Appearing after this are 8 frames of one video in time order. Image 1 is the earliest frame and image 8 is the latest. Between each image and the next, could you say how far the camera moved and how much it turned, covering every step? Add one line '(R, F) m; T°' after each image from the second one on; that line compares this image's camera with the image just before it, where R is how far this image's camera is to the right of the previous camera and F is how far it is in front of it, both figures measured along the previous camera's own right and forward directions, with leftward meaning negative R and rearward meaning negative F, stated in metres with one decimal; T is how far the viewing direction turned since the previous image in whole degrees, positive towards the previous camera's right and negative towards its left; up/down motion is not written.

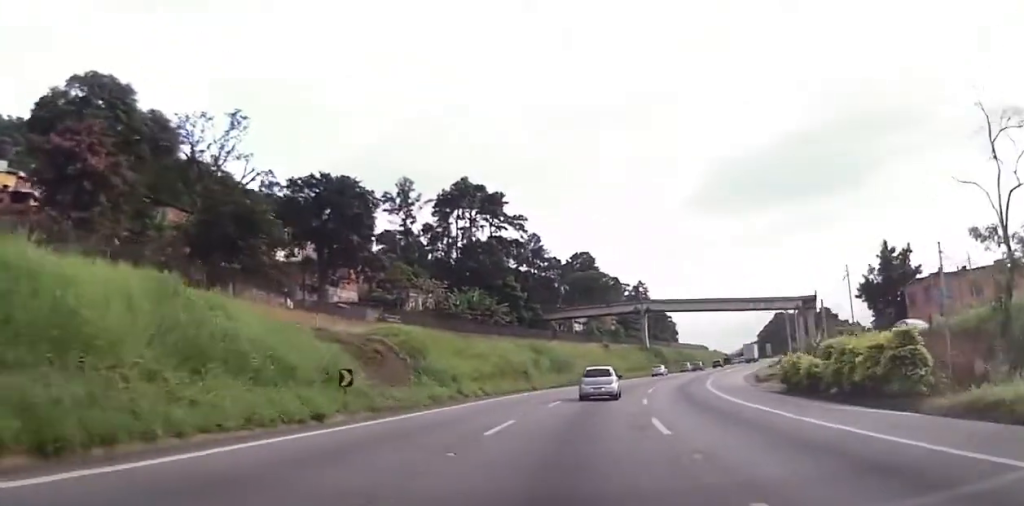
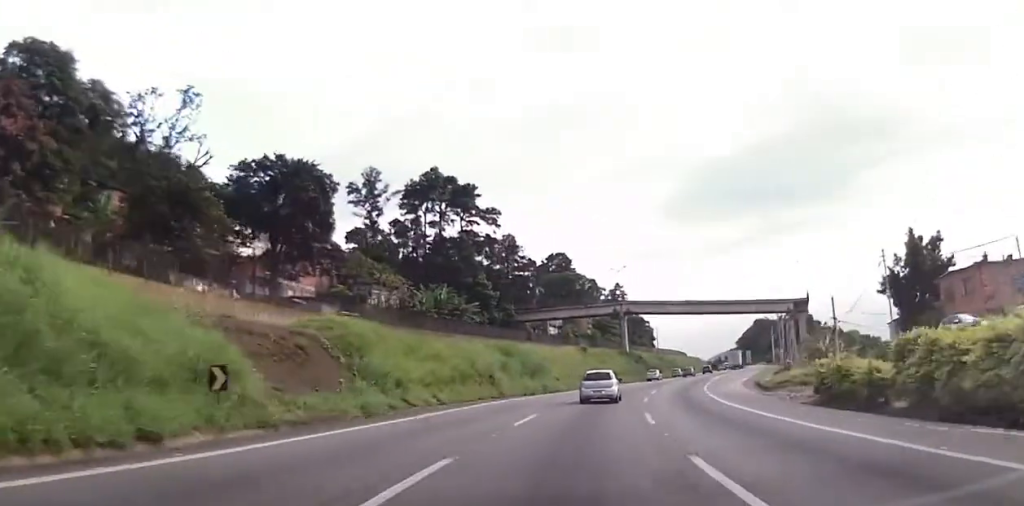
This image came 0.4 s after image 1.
(+0.3, +8.0) m; +3°
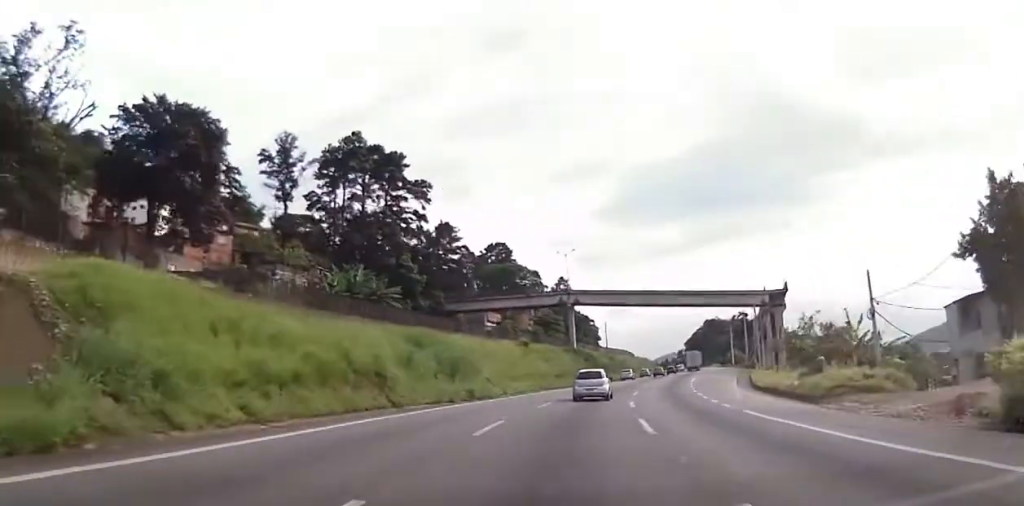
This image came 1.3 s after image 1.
(+0.7, +15.9) m; +4°
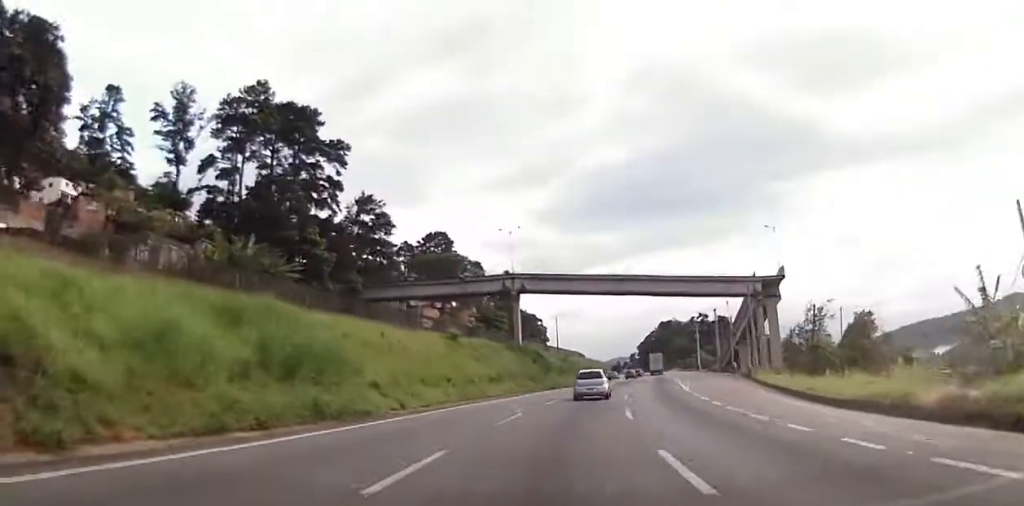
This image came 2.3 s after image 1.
(+0.6, +19.1) m; +4°
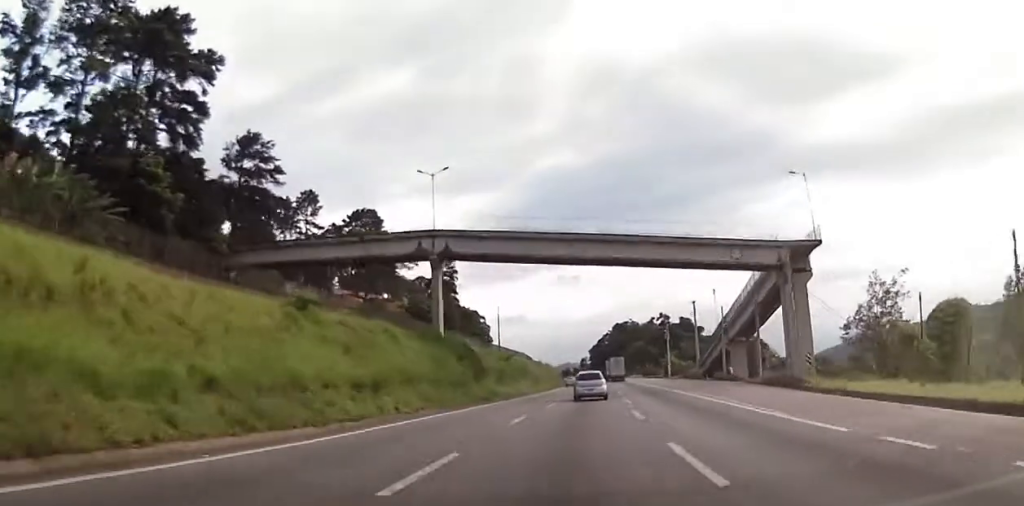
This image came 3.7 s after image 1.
(+1.0, +24.6) m; +5°
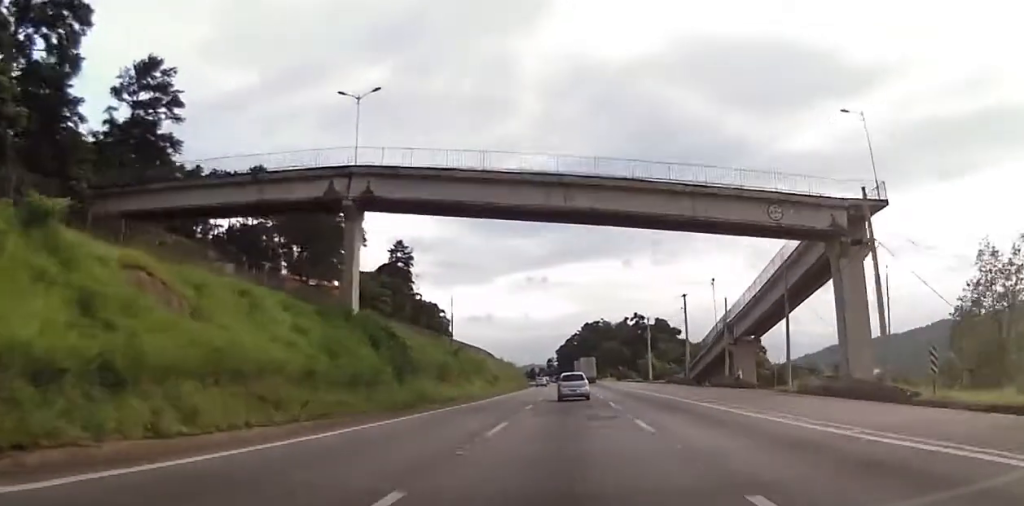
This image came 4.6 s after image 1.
(+0.4, +16.6) m; +3°
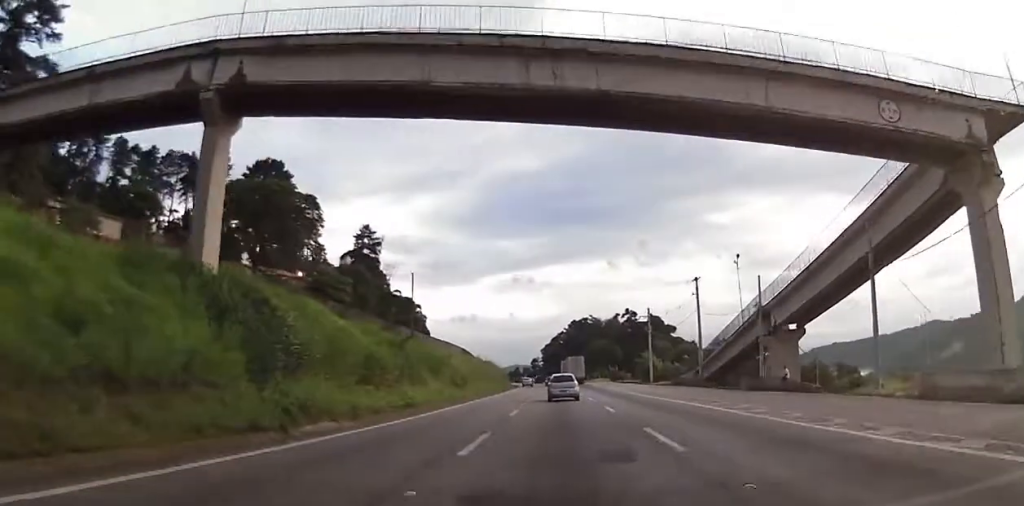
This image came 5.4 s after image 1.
(+0.6, +16.0) m; +1°
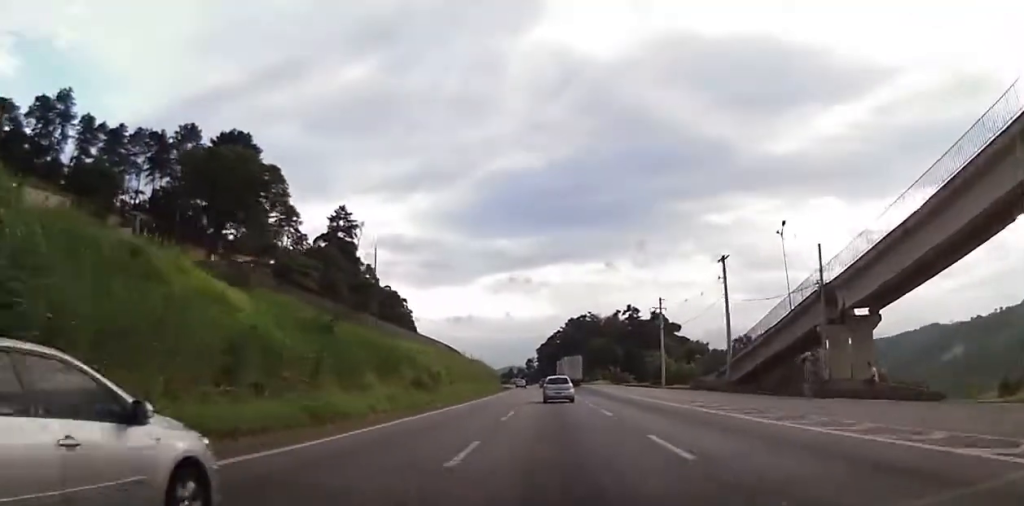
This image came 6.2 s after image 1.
(0.0, +13.6) m; 0°
